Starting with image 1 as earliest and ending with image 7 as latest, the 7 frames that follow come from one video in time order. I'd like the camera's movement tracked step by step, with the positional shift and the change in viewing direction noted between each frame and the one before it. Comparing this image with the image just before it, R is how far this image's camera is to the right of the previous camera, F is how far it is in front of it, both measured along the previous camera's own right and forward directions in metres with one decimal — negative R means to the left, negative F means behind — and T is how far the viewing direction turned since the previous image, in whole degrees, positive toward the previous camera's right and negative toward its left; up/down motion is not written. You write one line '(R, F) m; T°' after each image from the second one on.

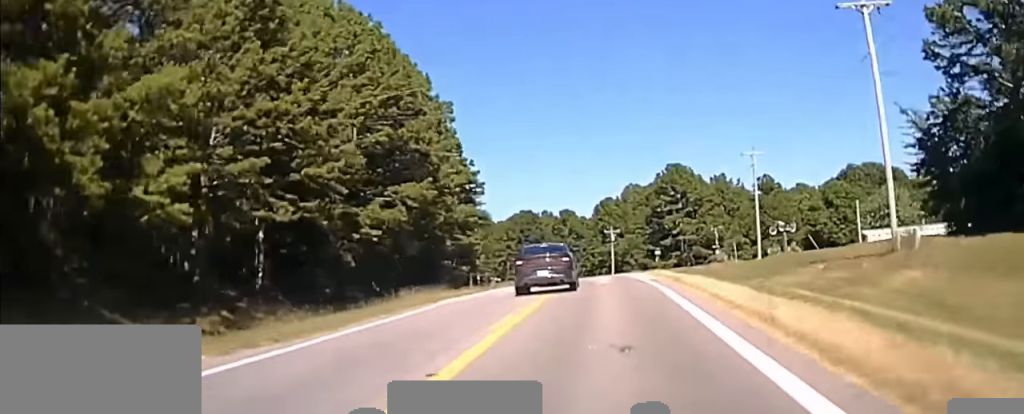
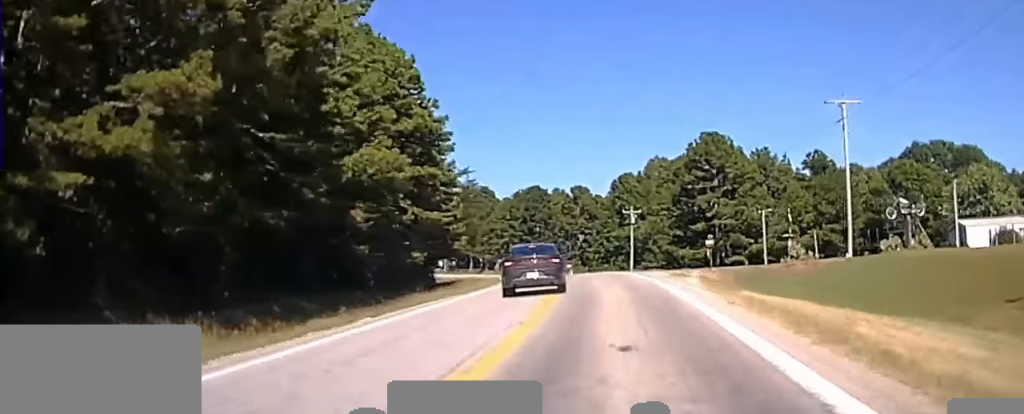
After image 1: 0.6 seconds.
(-0.4, +31.0) m; -1°
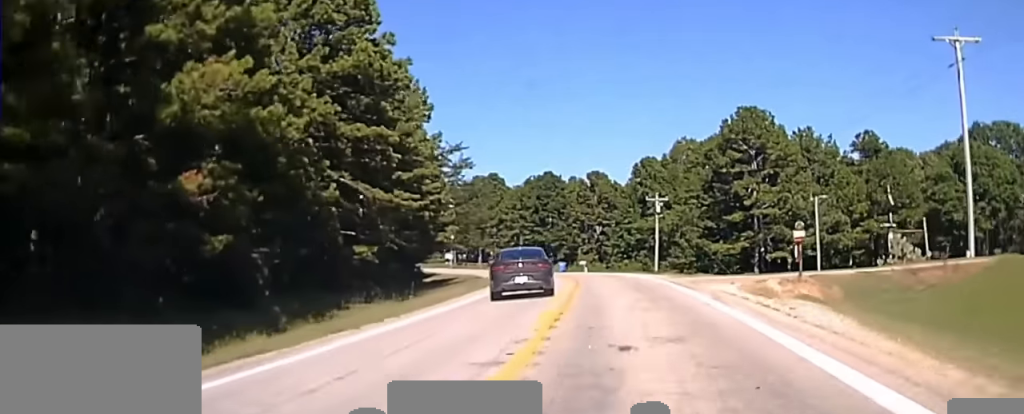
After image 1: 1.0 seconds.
(+0.3, +21.3) m; -1°
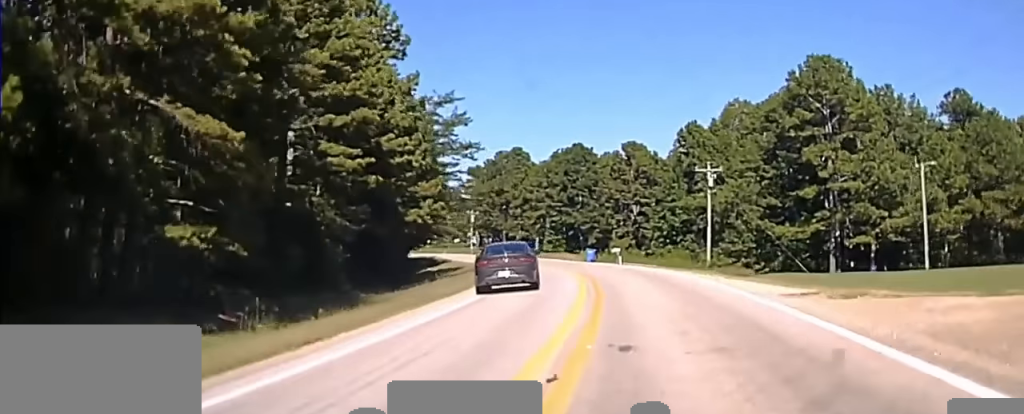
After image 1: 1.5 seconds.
(-0.8, +22.9) m; -2°
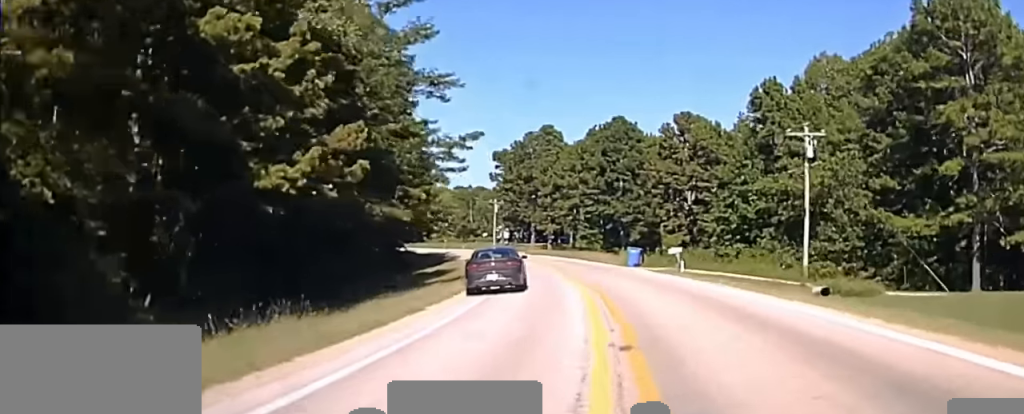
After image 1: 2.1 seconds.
(-0.4, +28.4) m; -3°
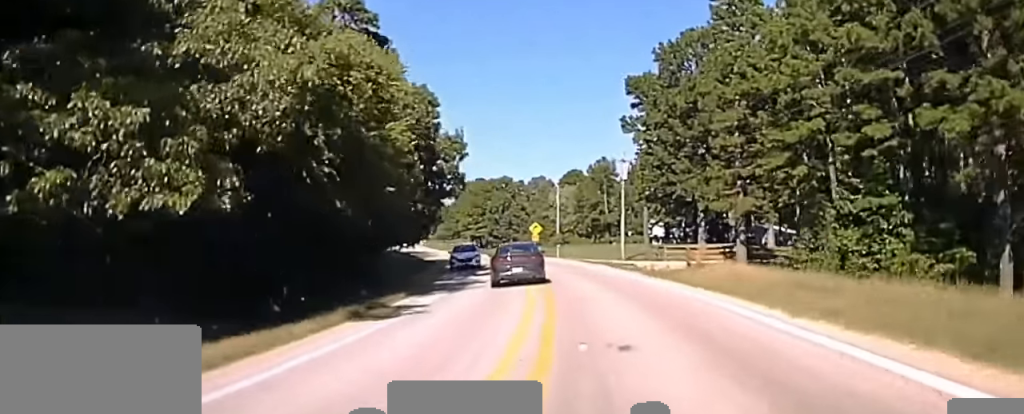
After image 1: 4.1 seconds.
(-6.2, +64.4) m; -10°
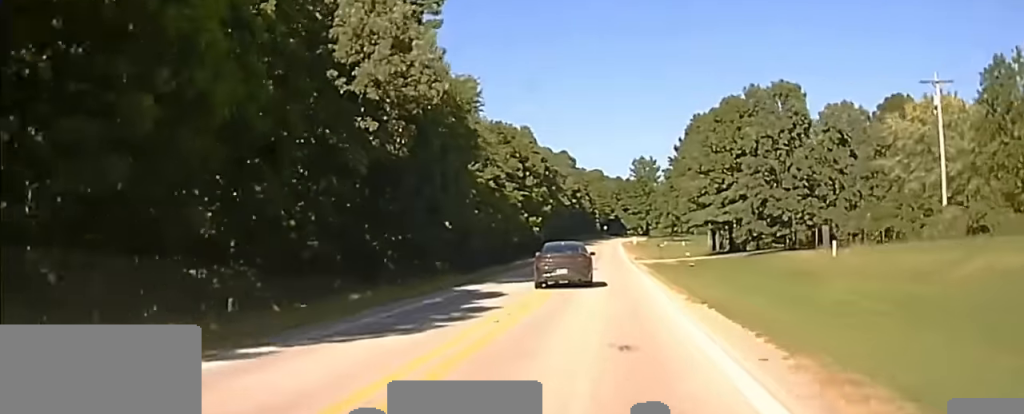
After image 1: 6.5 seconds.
(-9.1, +77.8) m; -13°
